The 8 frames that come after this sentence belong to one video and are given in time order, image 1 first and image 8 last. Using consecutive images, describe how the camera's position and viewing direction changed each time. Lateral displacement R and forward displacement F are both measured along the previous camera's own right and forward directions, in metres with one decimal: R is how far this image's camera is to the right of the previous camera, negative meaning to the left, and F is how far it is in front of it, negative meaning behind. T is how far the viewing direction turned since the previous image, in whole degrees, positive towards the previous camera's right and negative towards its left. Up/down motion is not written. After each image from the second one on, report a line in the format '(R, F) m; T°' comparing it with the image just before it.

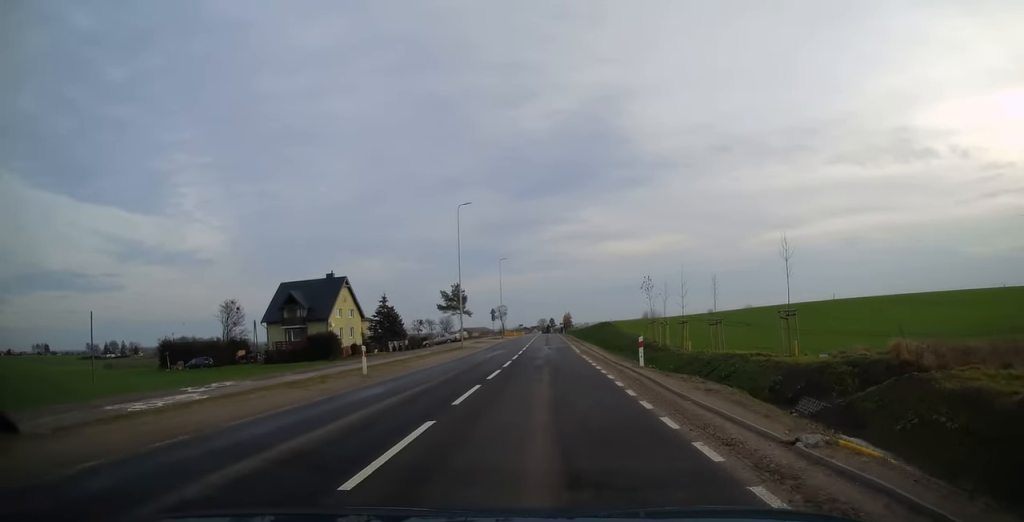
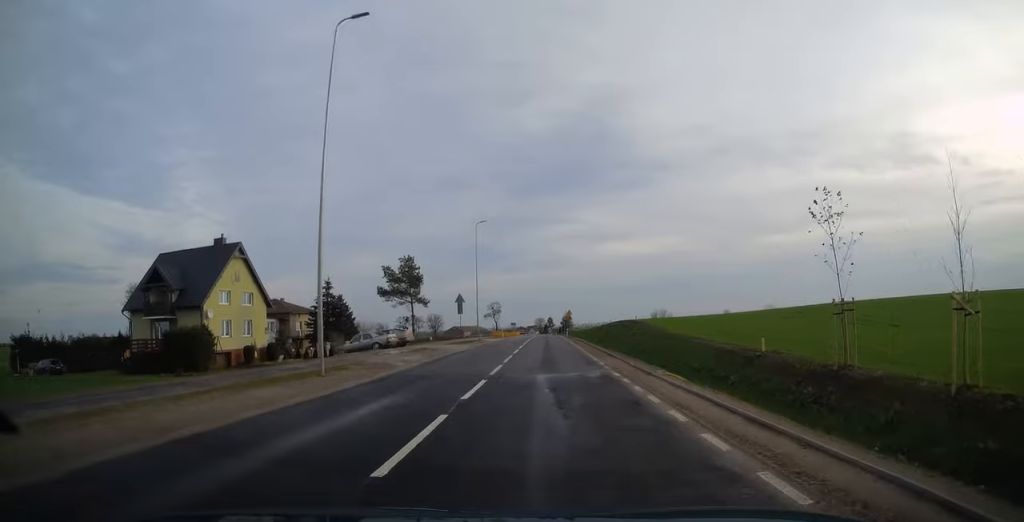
(0.0, +29.4) m; +1°
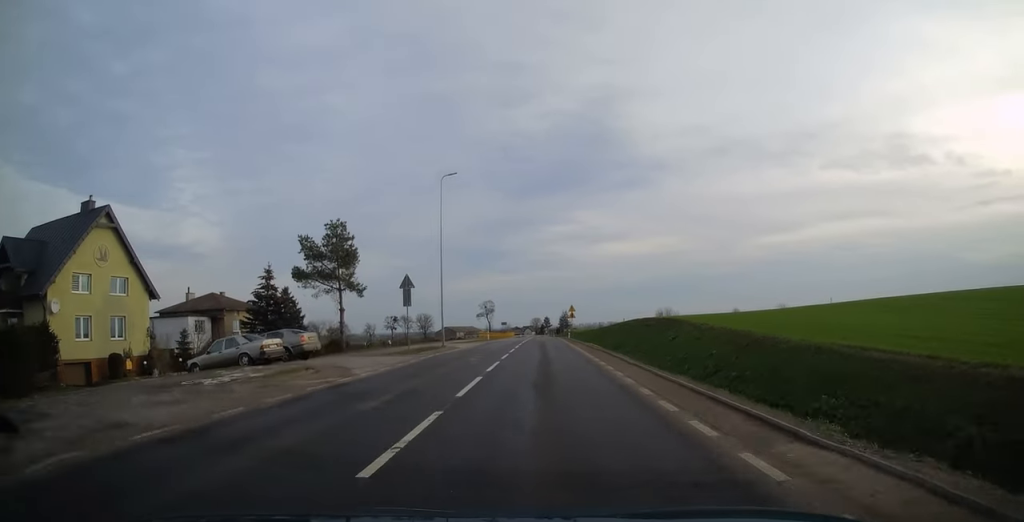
(+0.3, +18.1) m; 0°
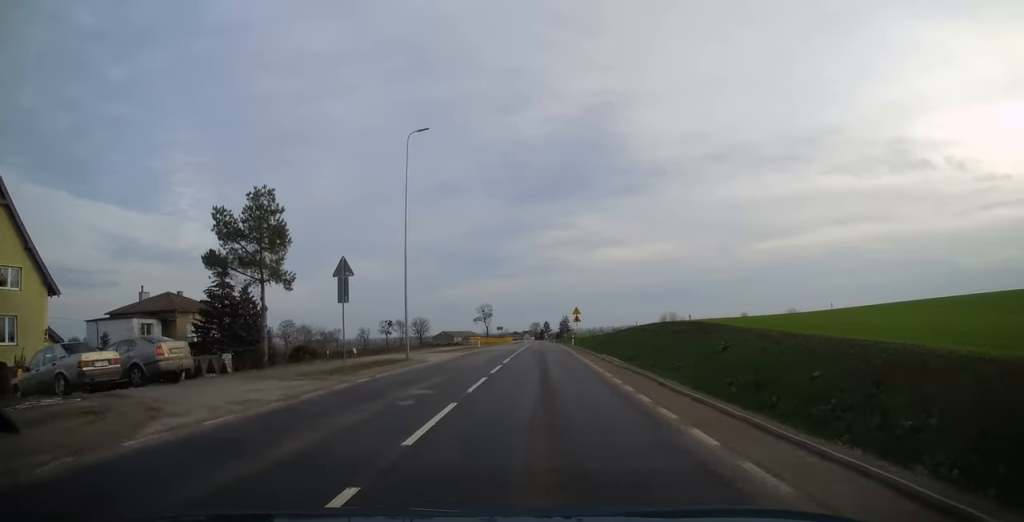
(+0.1, +10.2) m; 0°
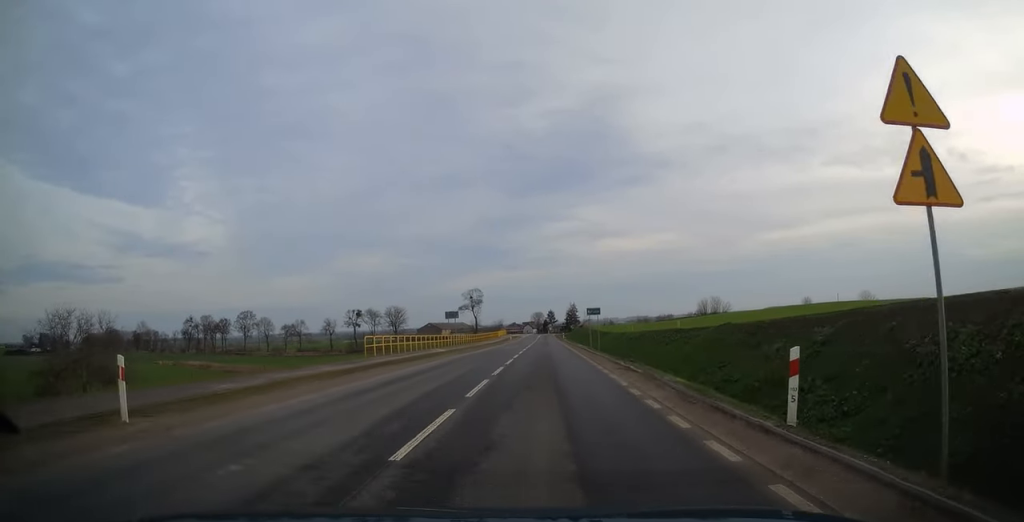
(-0.4, +54.8) m; -1°
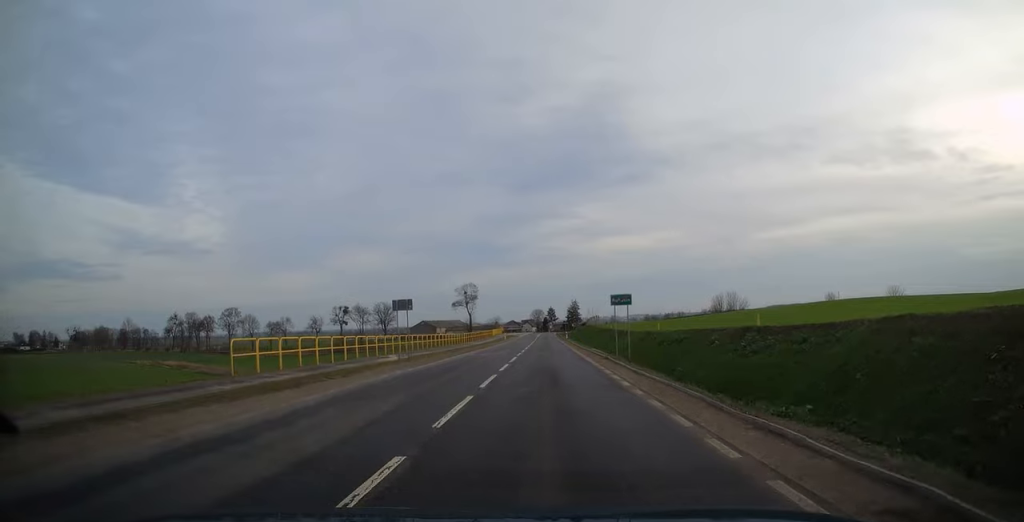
(0.0, +15.8) m; +1°
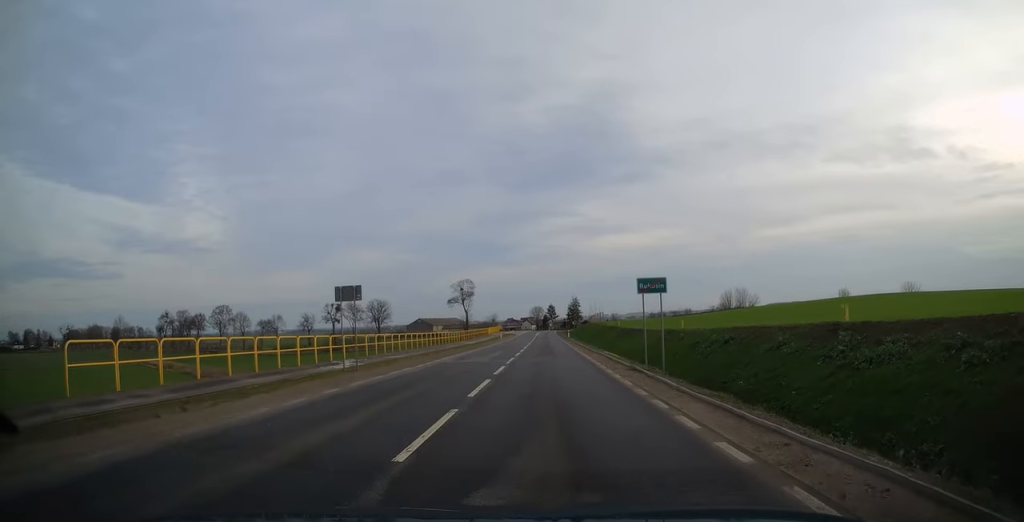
(0.0, +8.2) m; 0°
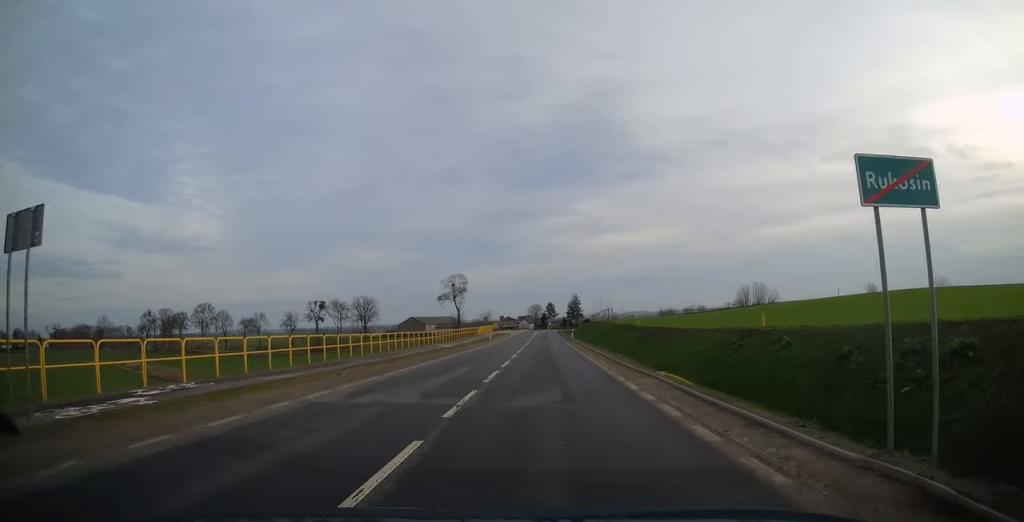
(+0.3, +14.9) m; 0°
